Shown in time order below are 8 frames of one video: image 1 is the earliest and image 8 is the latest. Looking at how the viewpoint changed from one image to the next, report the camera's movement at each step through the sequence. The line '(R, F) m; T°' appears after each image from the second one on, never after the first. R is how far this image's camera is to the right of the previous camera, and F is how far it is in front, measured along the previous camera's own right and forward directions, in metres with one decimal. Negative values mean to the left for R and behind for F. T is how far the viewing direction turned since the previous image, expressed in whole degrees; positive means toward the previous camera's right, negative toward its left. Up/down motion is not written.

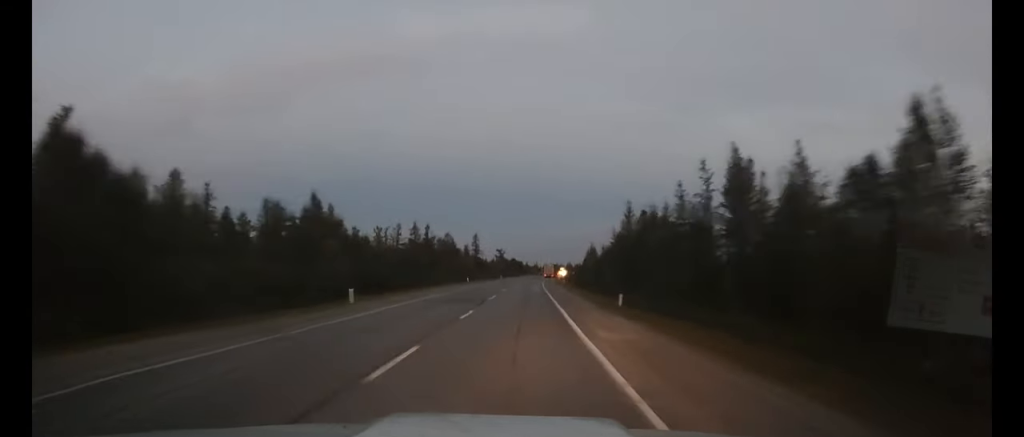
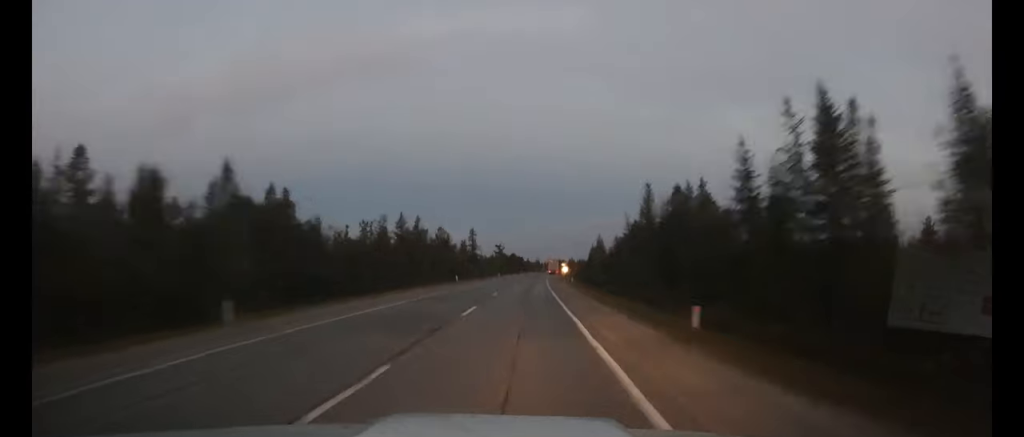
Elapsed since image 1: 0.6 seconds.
(0.0, +13.0) m; 0°
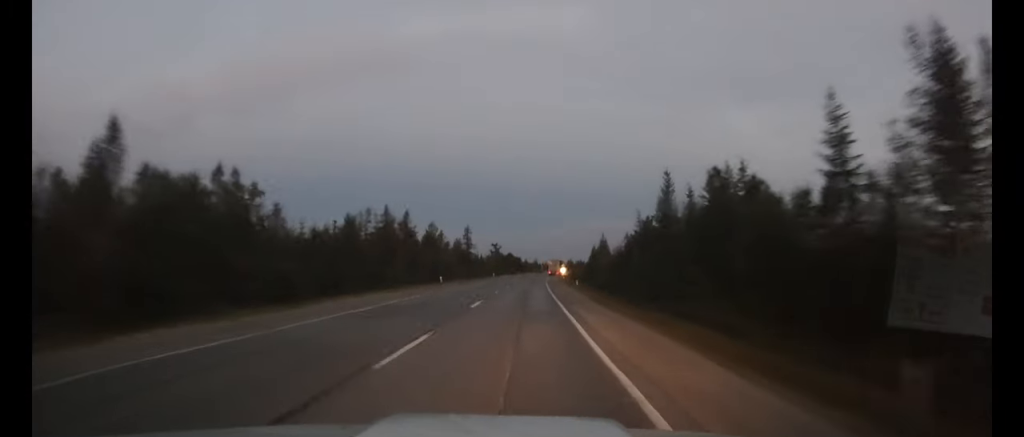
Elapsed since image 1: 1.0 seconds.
(0.0, +9.9) m; 0°
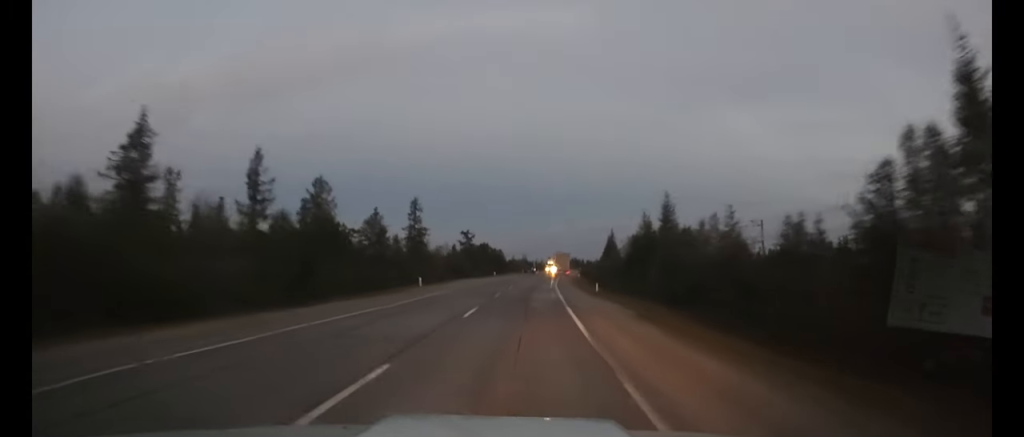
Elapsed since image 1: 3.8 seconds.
(+0.4, +63.8) m; +1°
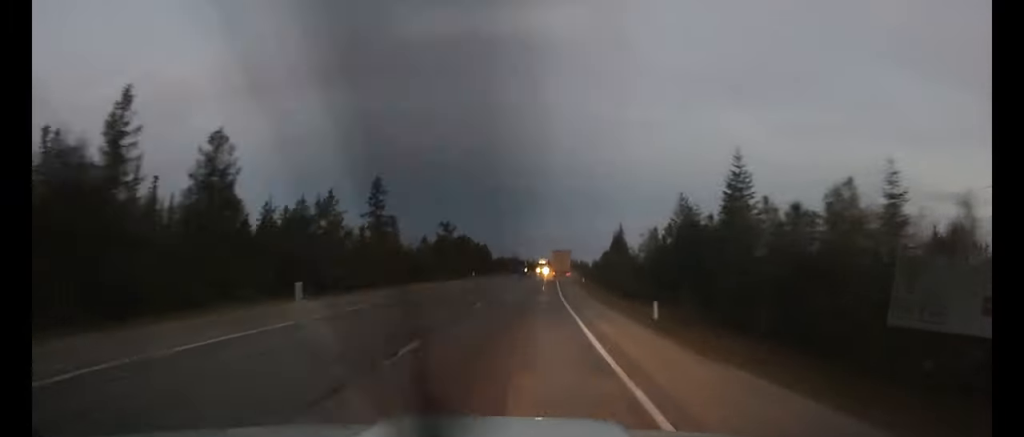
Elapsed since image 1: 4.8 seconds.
(+0.1, +22.1) m; +1°
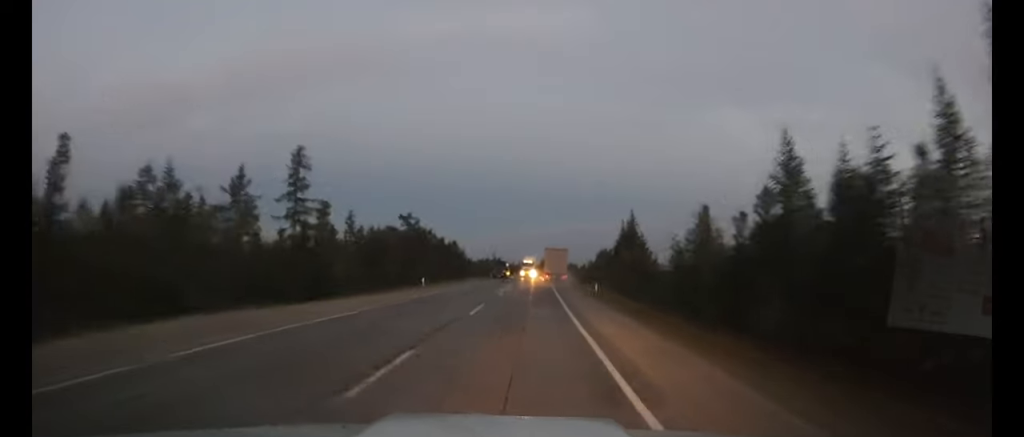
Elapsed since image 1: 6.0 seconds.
(+0.2, +25.6) m; +1°
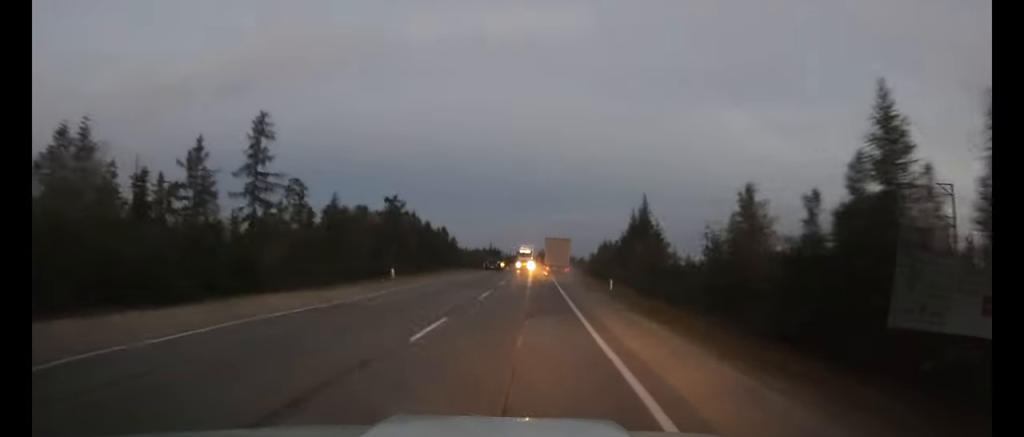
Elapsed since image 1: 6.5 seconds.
(+0.1, +9.3) m; +1°
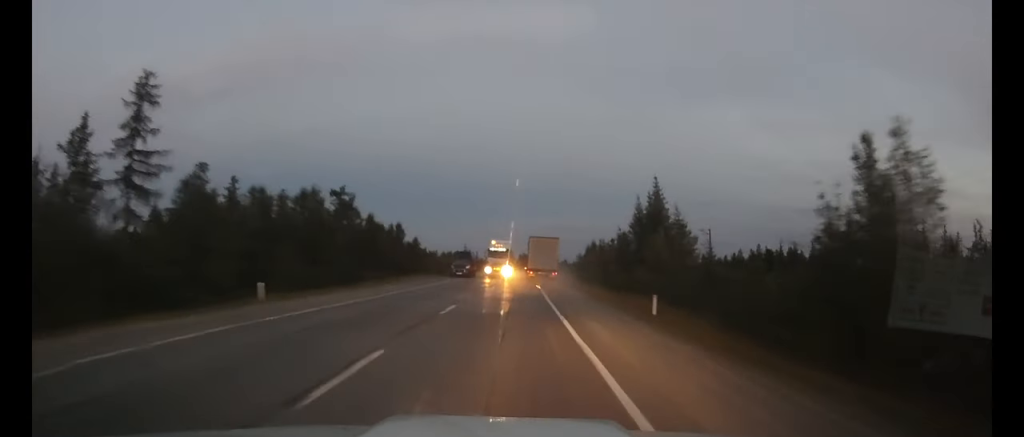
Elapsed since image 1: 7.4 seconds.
(+0.2, +17.3) m; +1°
